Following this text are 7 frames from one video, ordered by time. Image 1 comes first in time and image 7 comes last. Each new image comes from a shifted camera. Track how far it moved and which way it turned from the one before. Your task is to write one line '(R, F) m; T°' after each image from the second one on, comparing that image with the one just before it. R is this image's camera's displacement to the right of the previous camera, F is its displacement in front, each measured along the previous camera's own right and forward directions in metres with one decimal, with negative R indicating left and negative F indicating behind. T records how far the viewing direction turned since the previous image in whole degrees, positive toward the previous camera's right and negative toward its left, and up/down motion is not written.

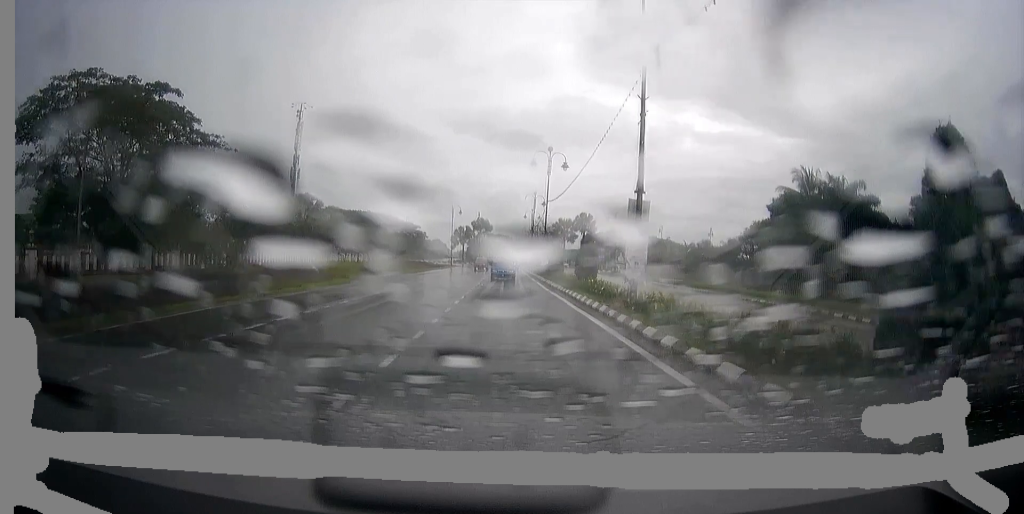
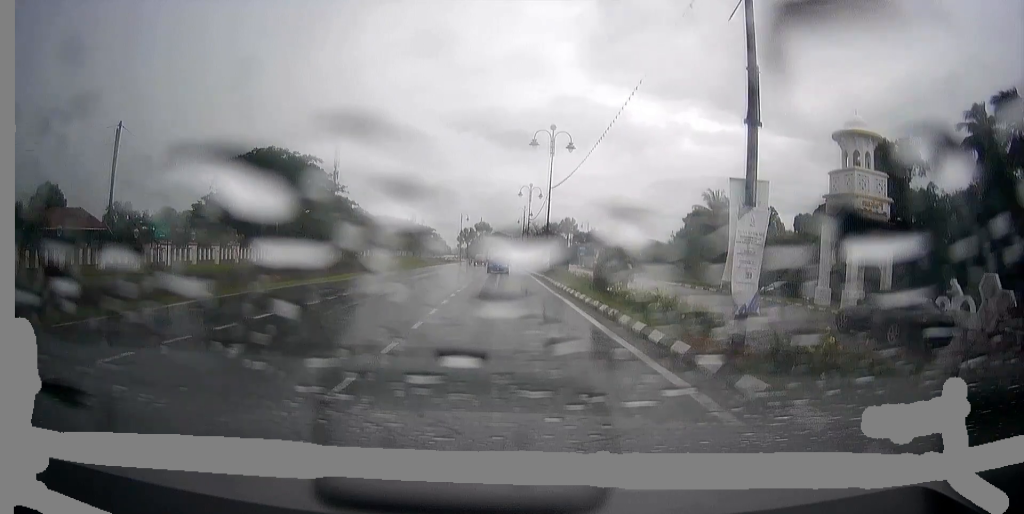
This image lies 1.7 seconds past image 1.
(+0.3, +28.6) m; +1°
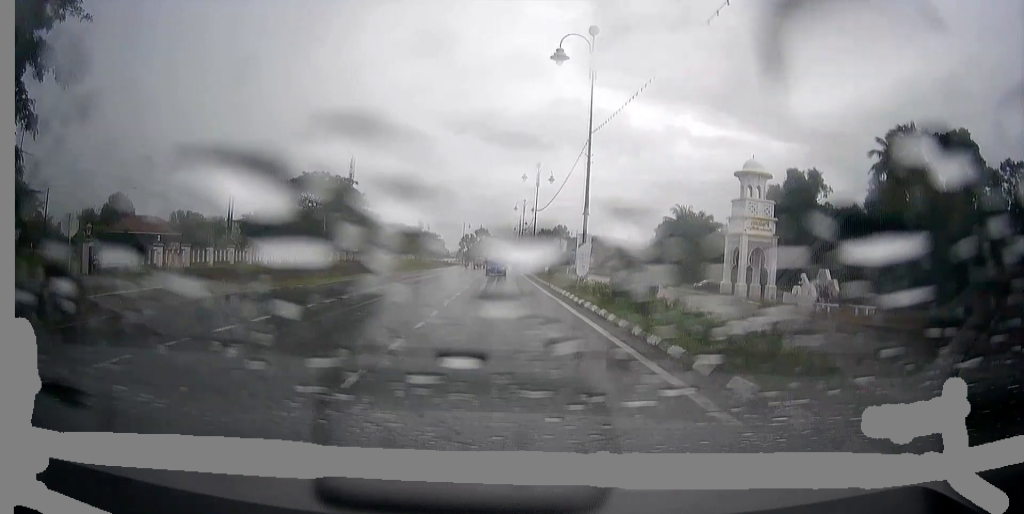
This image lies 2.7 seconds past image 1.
(+0.2, +17.1) m; 0°
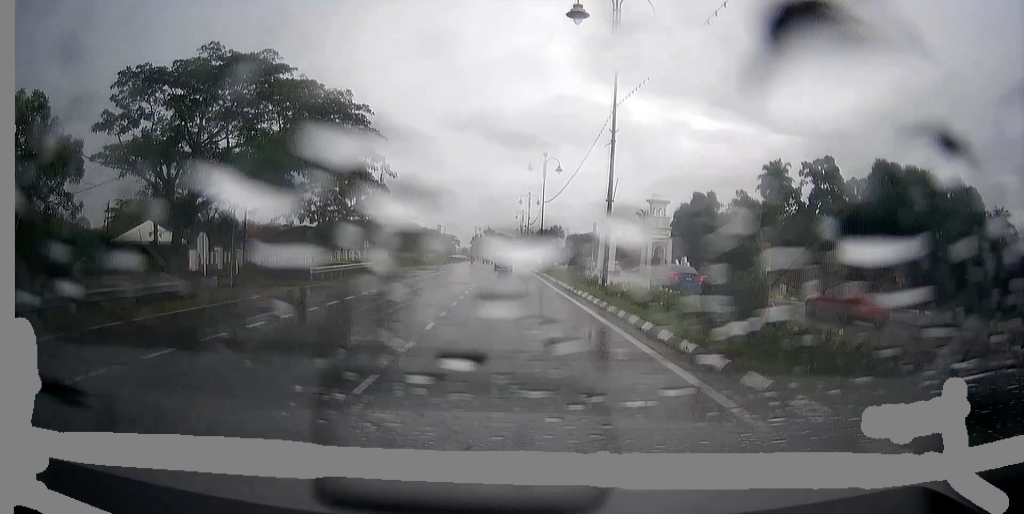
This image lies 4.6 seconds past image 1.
(-0.4, +34.2) m; -1°
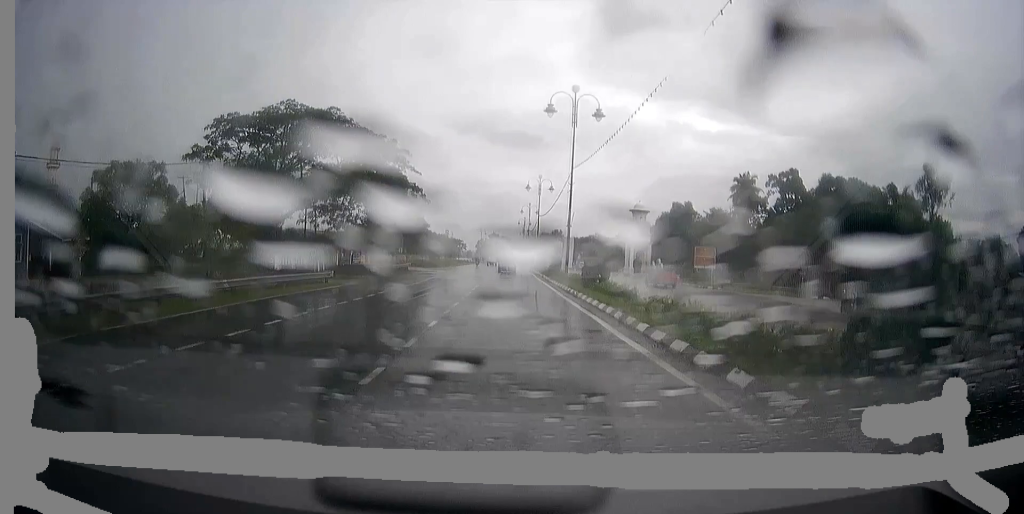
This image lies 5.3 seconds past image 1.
(0.0, +14.8) m; 0°
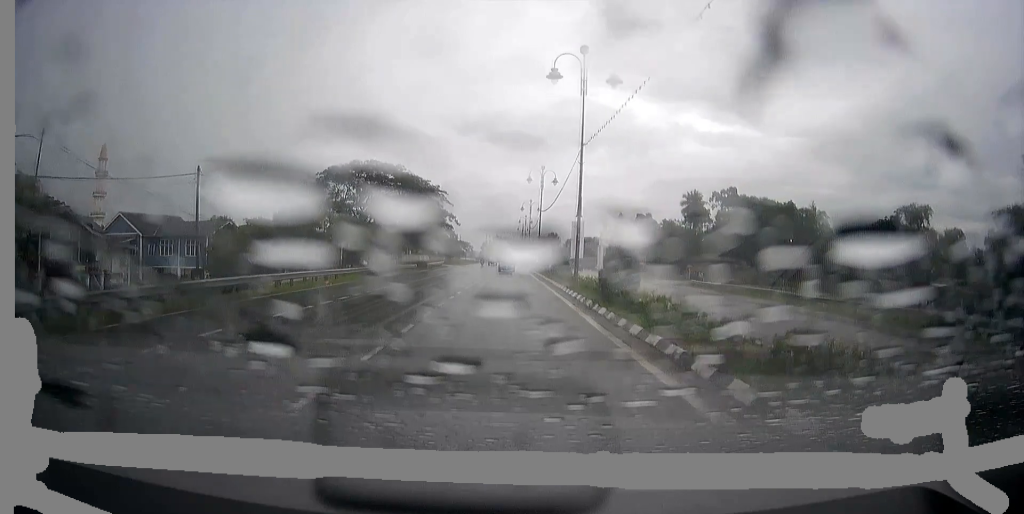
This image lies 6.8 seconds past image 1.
(0.0, +30.0) m; 0°
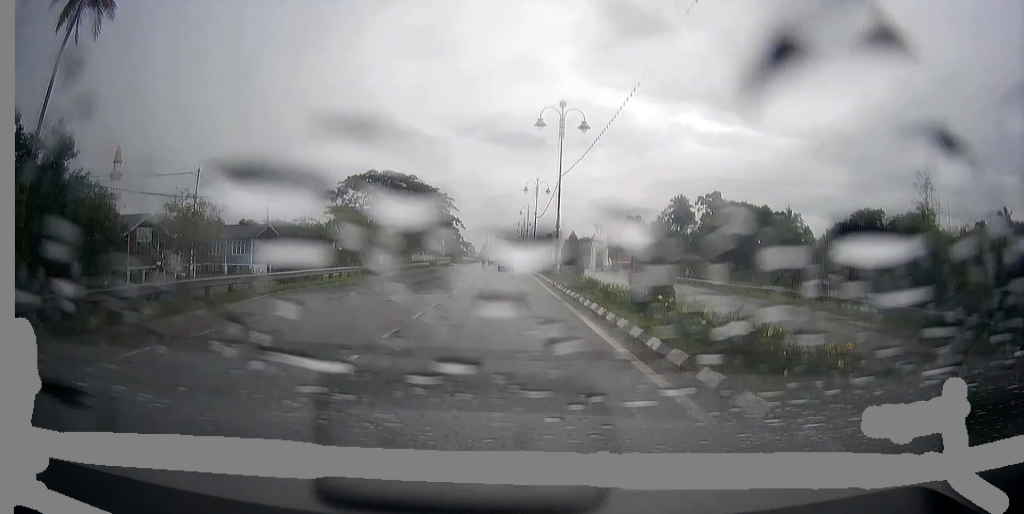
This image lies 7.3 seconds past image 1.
(0.0, +9.7) m; 0°
